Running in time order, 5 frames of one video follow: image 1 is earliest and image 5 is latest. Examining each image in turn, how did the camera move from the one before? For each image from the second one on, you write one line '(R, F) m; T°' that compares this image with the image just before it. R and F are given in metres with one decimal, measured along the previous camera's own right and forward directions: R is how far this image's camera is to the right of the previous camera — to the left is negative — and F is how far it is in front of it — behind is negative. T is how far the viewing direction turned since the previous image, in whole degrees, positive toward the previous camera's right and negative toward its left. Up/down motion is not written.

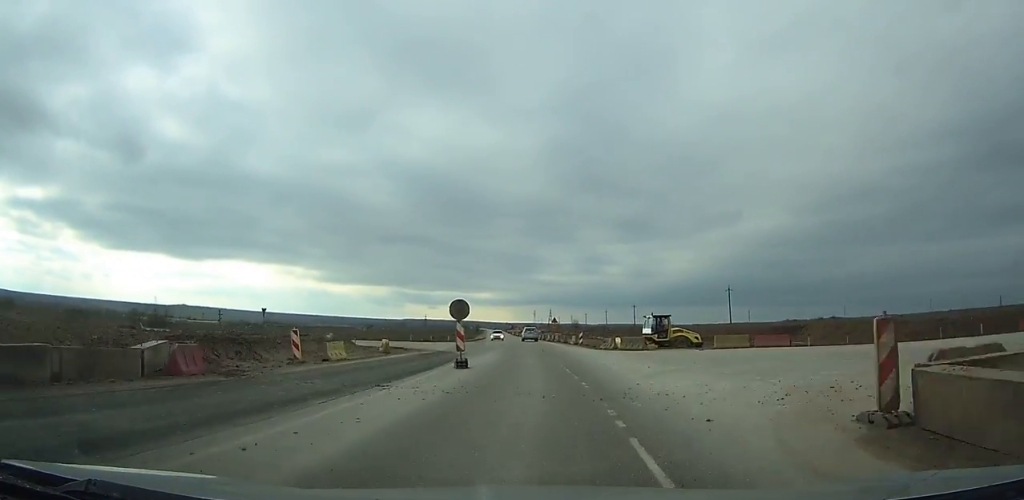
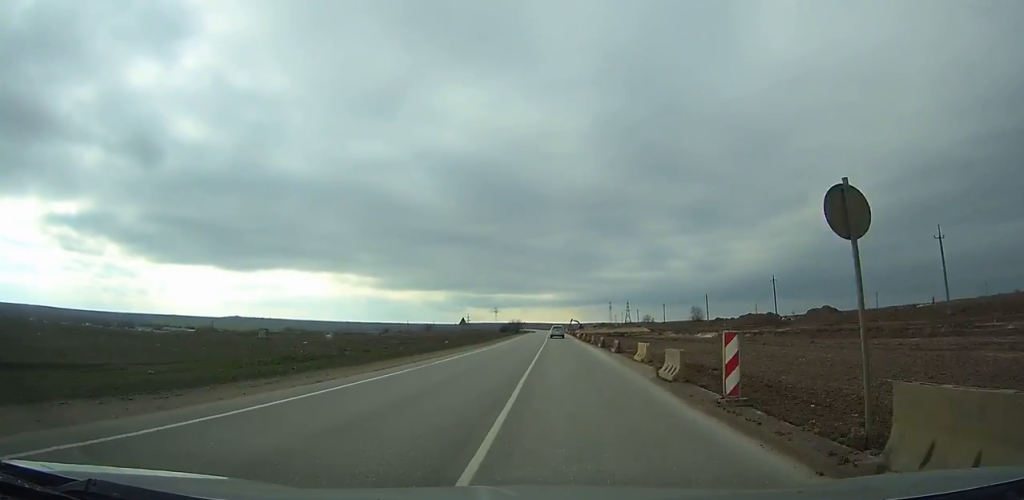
(-8.5, +180.3) m; -4°
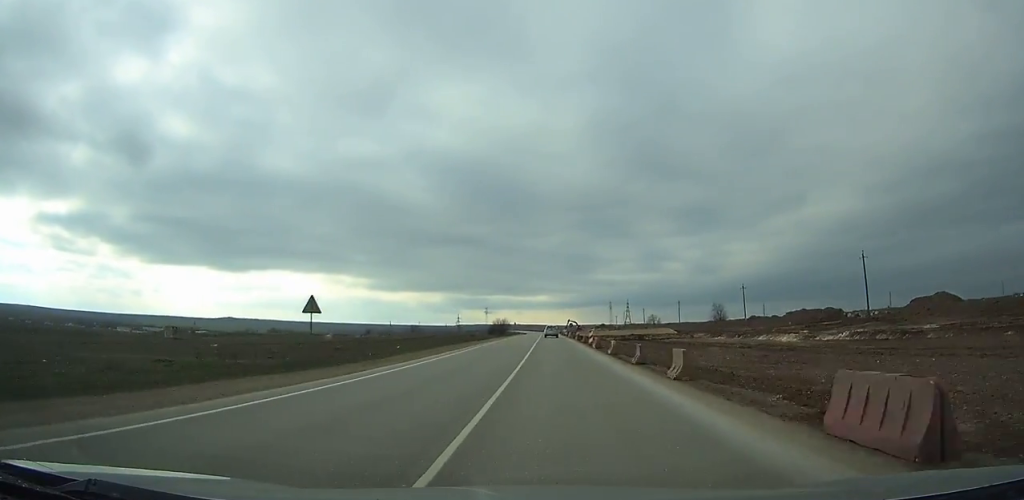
(+0.1, +37.2) m; 0°
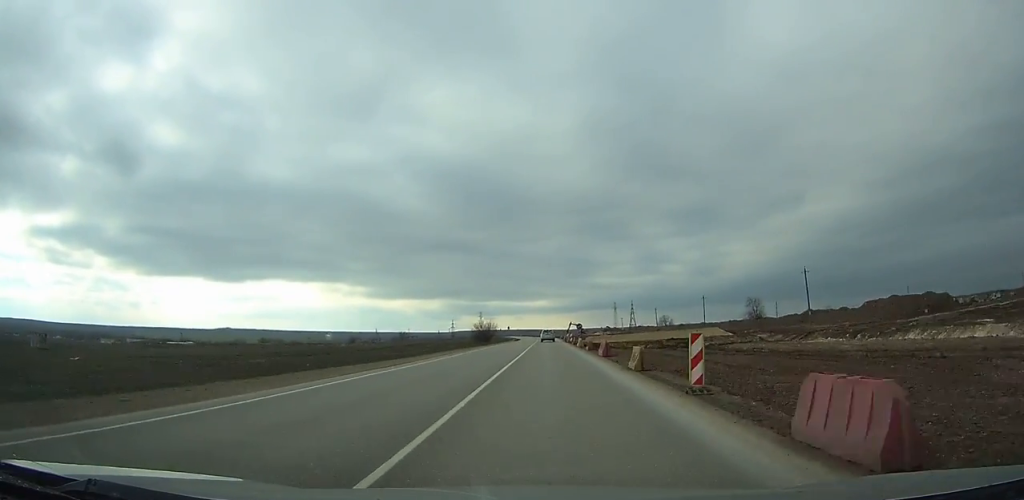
(0.0, +34.2) m; 0°
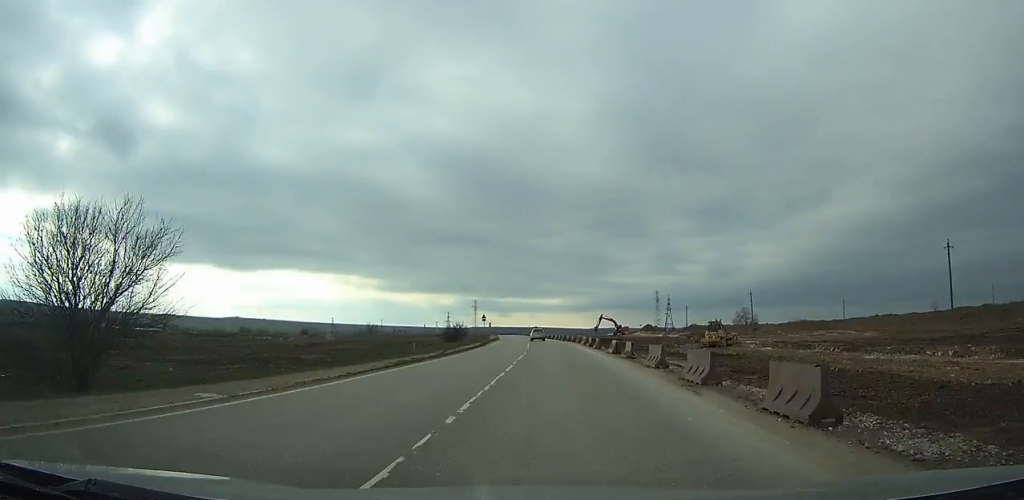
(-1.7, +105.4) m; -3°
